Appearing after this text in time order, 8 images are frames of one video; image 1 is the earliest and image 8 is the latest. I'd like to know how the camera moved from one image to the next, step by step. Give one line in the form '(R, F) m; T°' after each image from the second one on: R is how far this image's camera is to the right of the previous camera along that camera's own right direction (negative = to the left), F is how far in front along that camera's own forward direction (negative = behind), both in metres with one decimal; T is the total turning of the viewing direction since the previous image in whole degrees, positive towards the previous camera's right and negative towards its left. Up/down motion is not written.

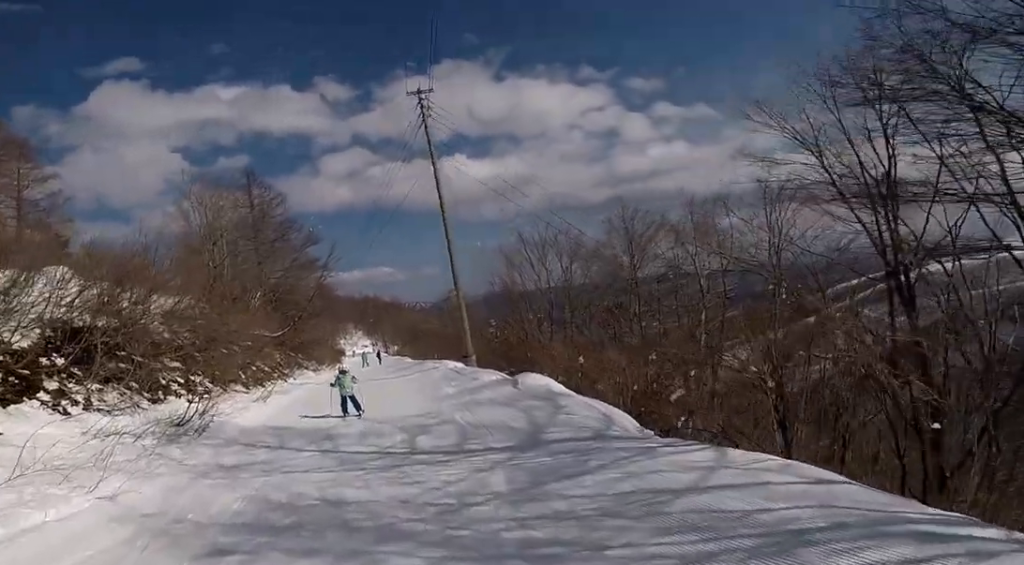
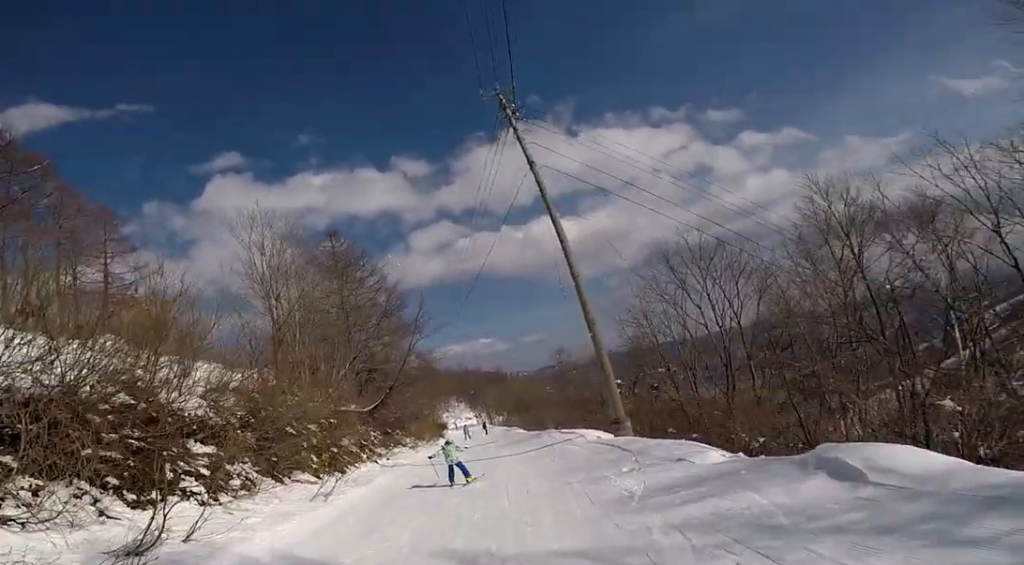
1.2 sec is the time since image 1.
(-0.5, +6.1) m; -17°
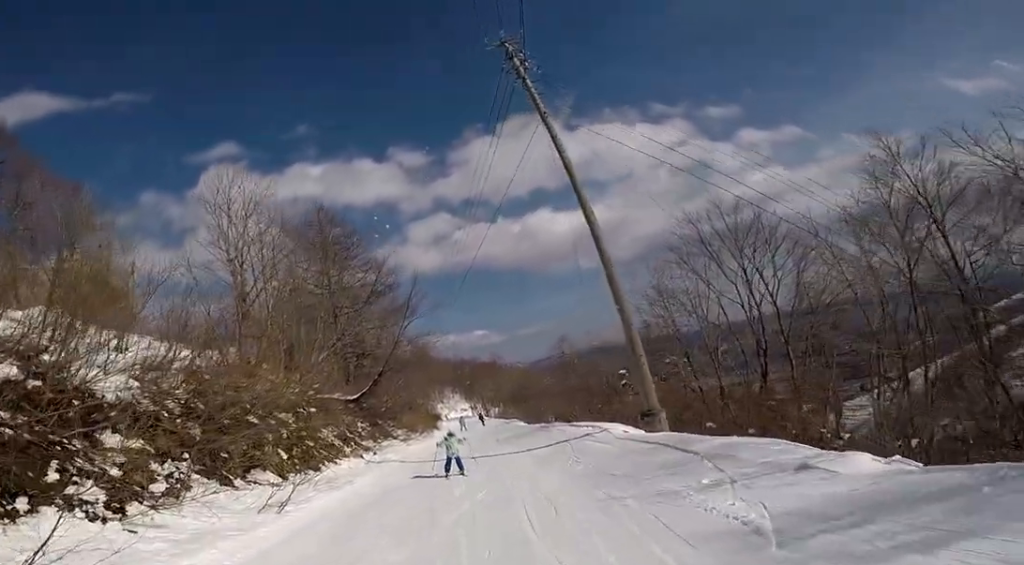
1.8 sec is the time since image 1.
(-0.8, +2.8) m; +8°
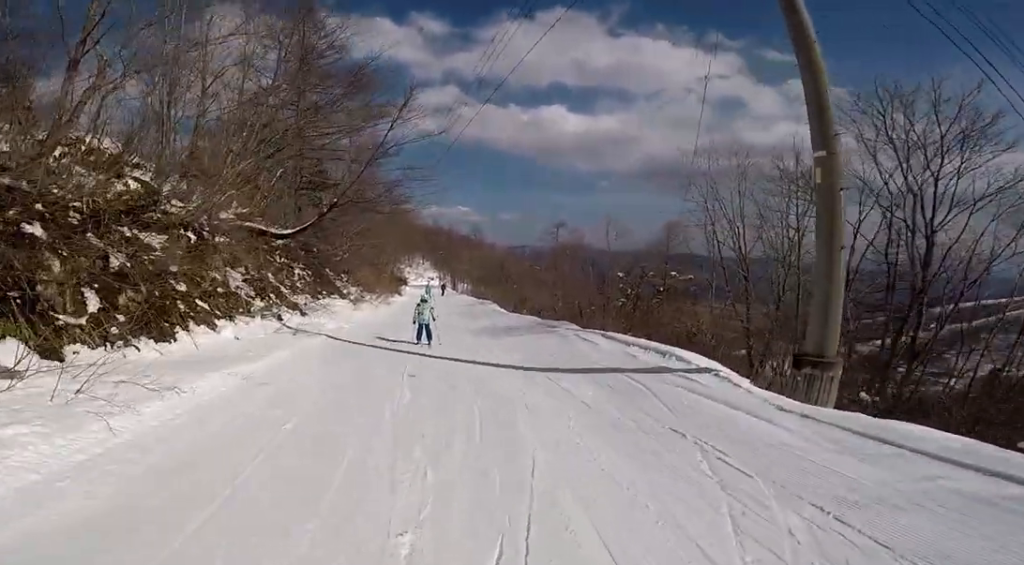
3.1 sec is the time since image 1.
(+2.1, +5.6) m; +26°
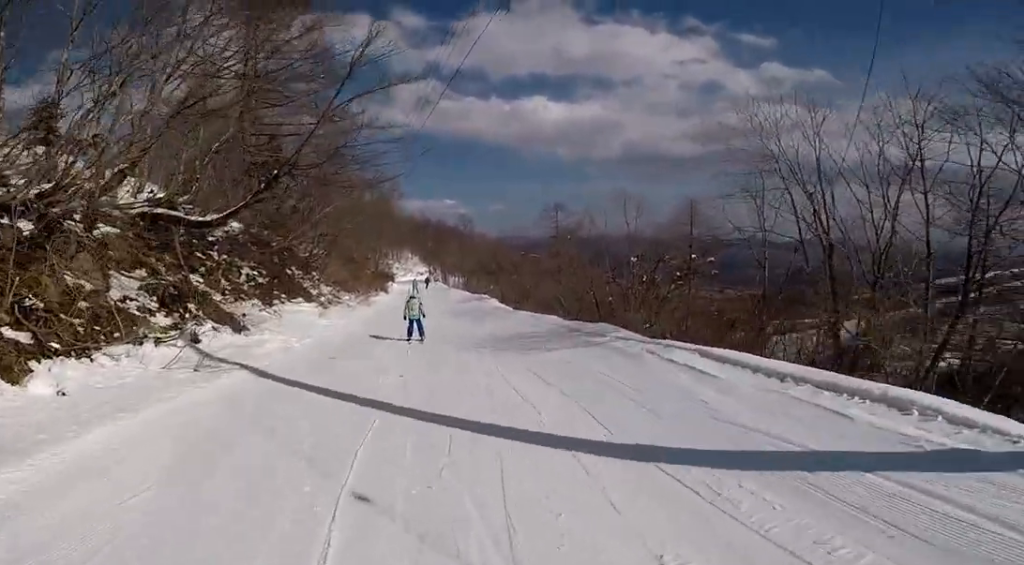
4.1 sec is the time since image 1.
(-0.9, +4.6) m; -14°
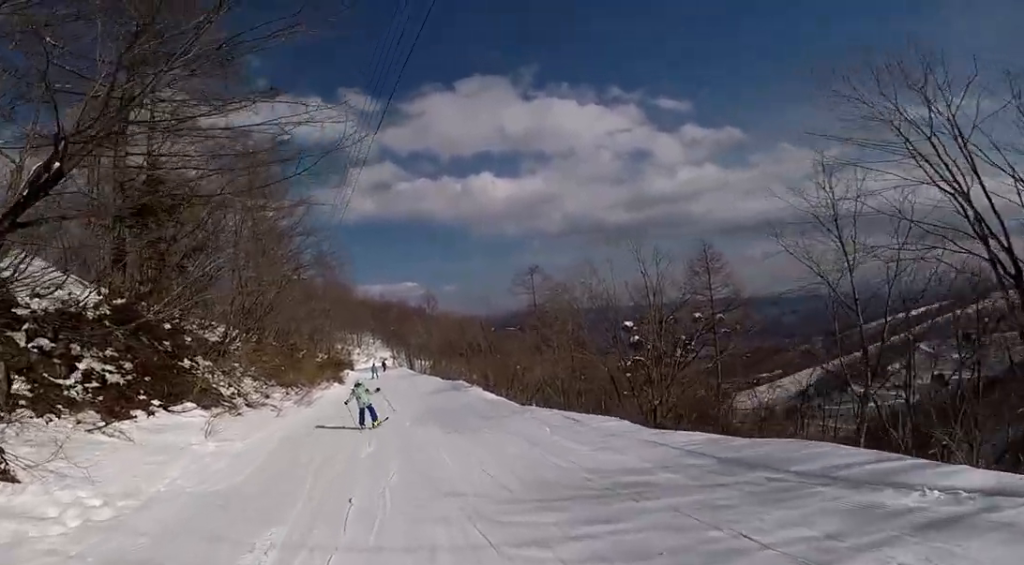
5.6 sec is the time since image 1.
(-0.4, +6.4) m; -4°
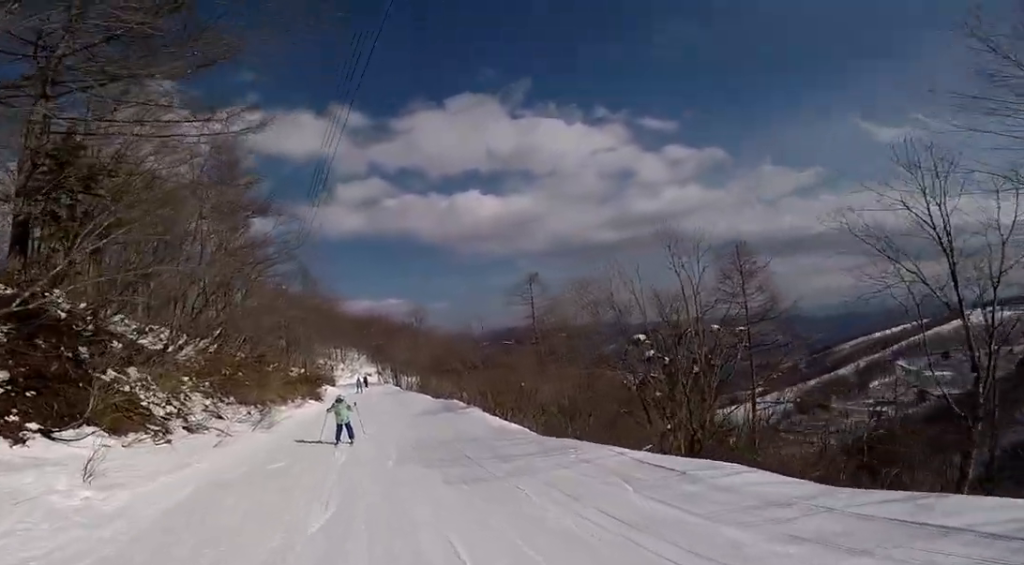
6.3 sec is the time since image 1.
(0.0, +3.5) m; 0°
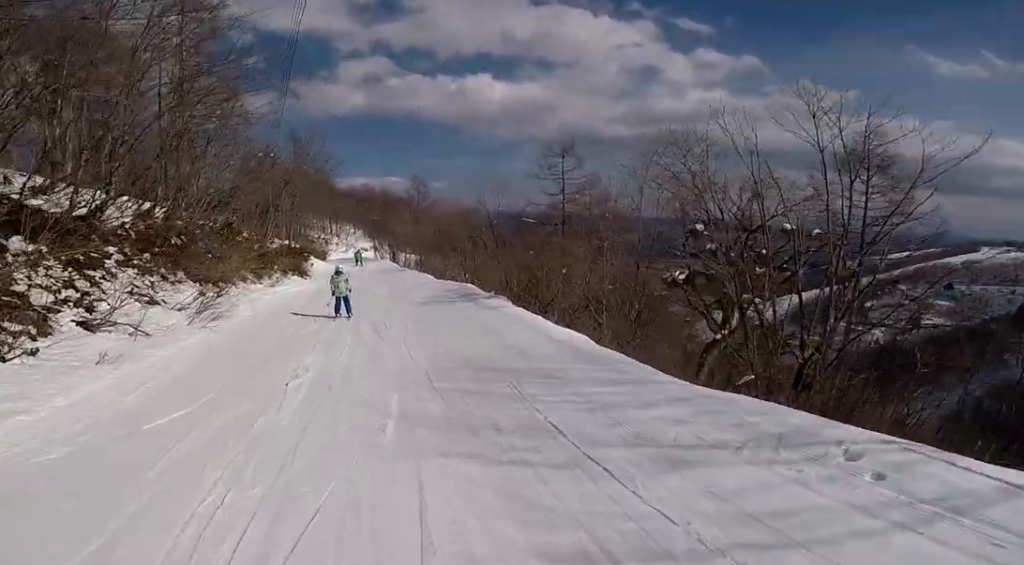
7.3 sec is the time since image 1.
(0.0, +4.7) m; 0°
